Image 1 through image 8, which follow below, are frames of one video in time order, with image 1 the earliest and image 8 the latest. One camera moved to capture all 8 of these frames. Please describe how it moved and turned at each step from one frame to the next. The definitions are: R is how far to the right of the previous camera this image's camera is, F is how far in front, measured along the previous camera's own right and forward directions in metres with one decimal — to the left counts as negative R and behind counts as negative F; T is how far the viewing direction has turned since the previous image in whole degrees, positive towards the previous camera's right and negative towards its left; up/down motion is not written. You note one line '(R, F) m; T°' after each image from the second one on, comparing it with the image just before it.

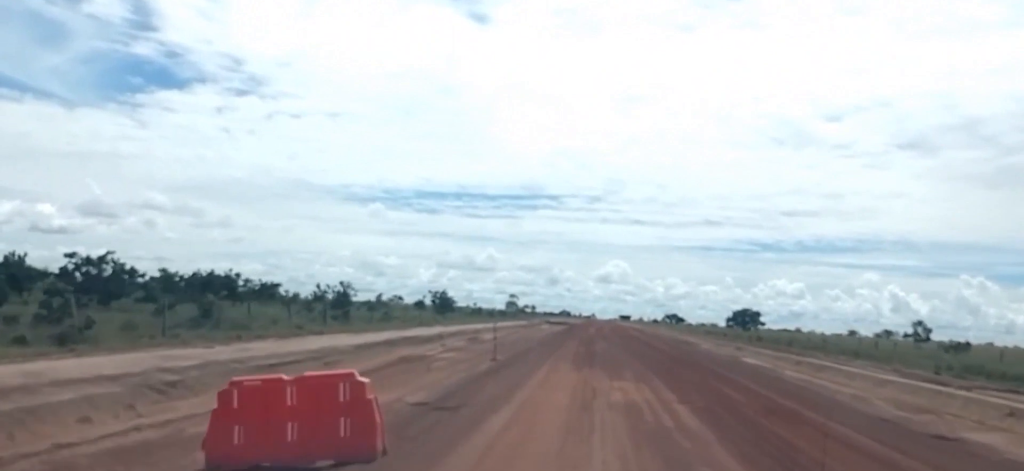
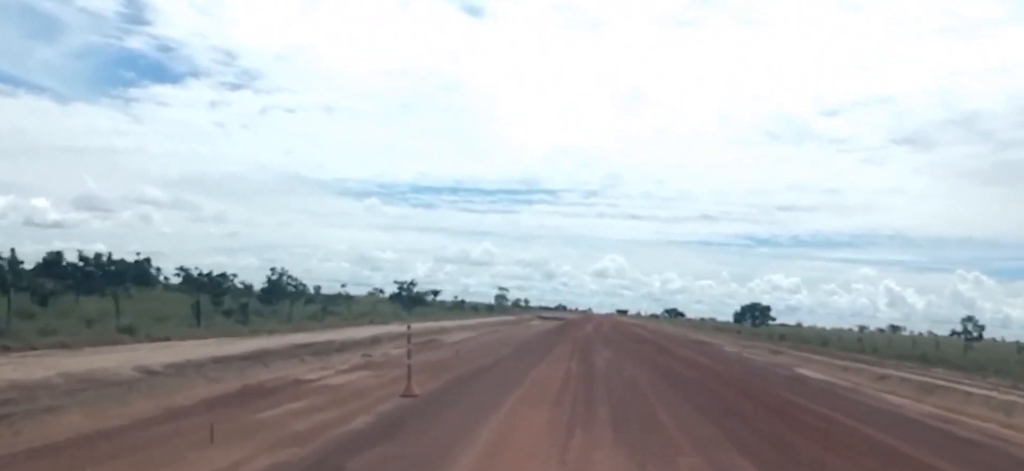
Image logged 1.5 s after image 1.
(-0.1, +15.3) m; +1°
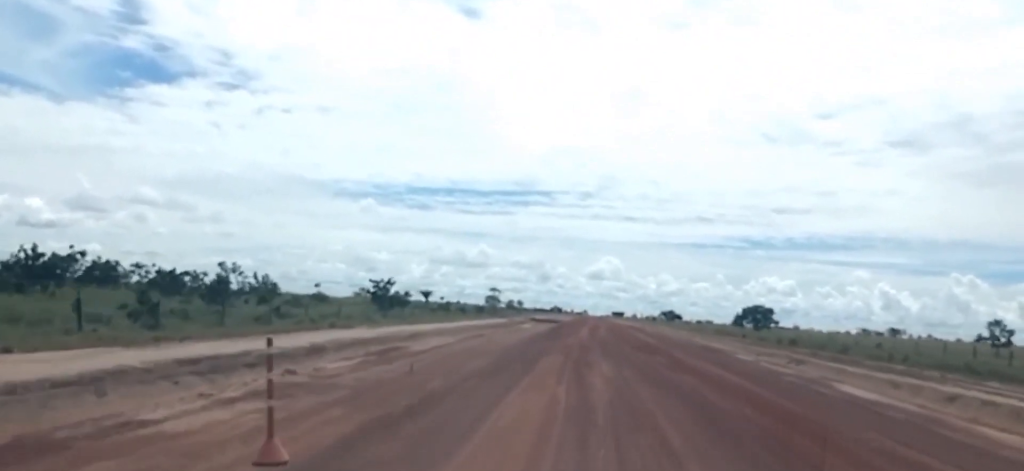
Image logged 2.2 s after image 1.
(0.0, +7.1) m; +2°
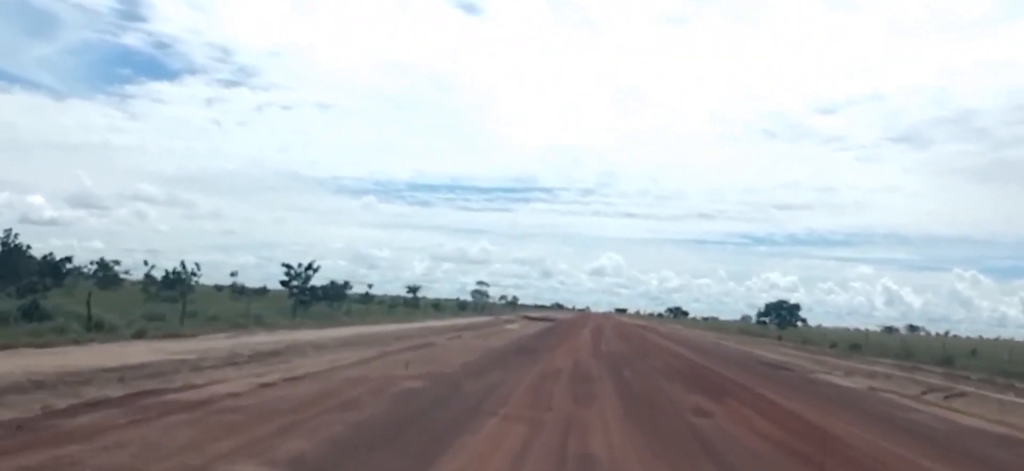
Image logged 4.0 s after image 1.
(+0.7, +19.9) m; +2°
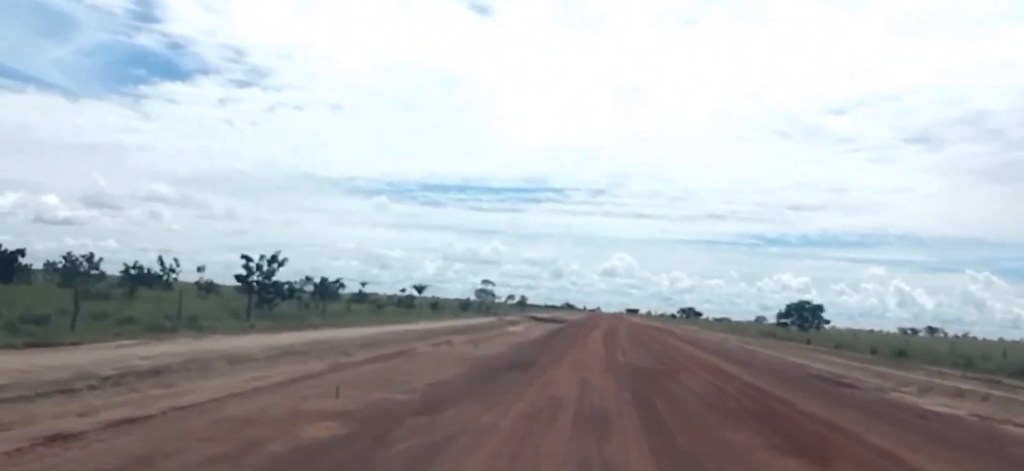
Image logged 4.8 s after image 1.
(-0.1, +7.6) m; -2°
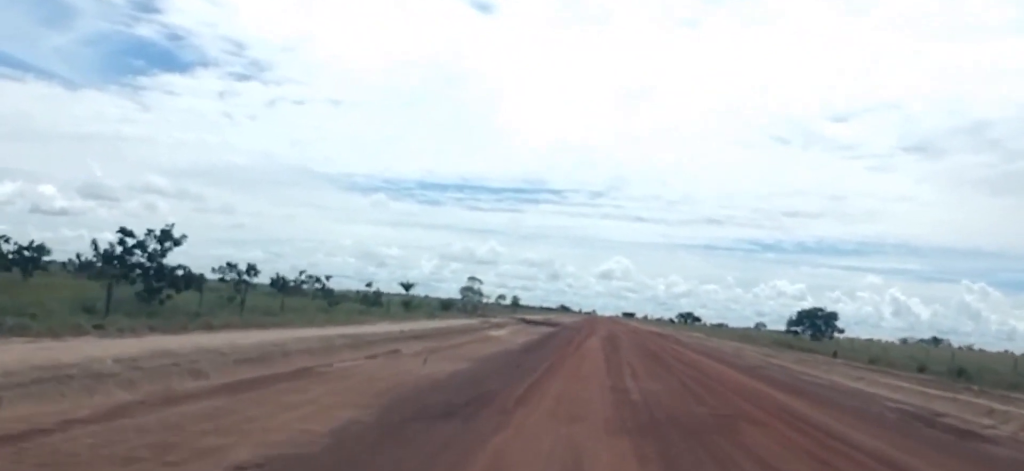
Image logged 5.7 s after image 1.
(-0.2, +10.2) m; -1°
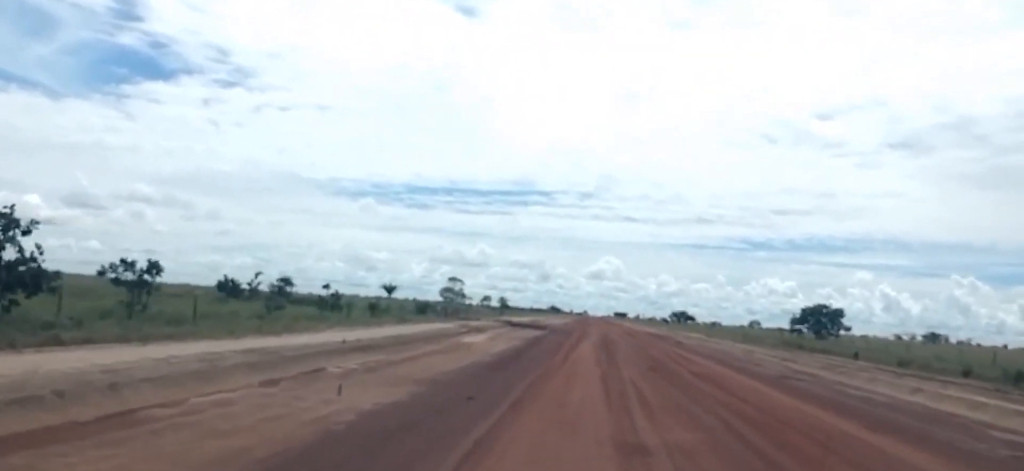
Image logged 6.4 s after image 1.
(0.0, +7.7) m; 0°
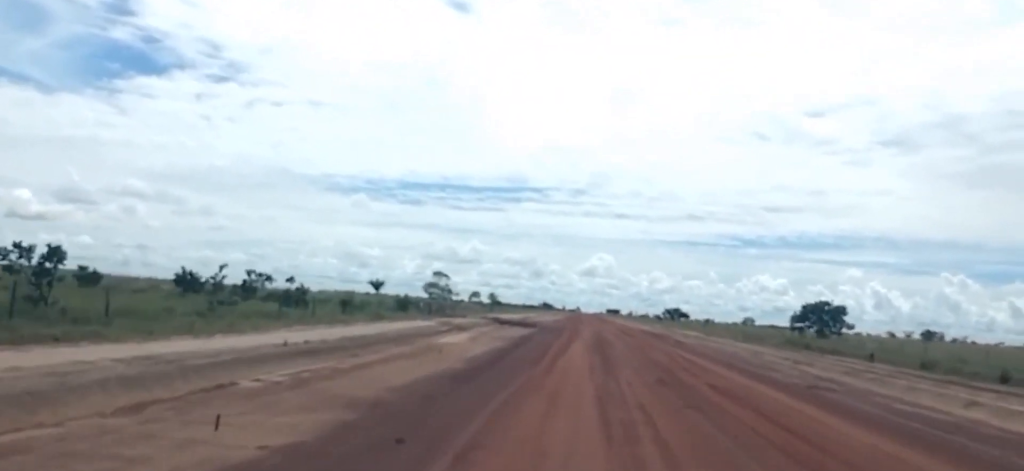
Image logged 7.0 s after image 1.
(+0.1, +5.6) m; +1°
